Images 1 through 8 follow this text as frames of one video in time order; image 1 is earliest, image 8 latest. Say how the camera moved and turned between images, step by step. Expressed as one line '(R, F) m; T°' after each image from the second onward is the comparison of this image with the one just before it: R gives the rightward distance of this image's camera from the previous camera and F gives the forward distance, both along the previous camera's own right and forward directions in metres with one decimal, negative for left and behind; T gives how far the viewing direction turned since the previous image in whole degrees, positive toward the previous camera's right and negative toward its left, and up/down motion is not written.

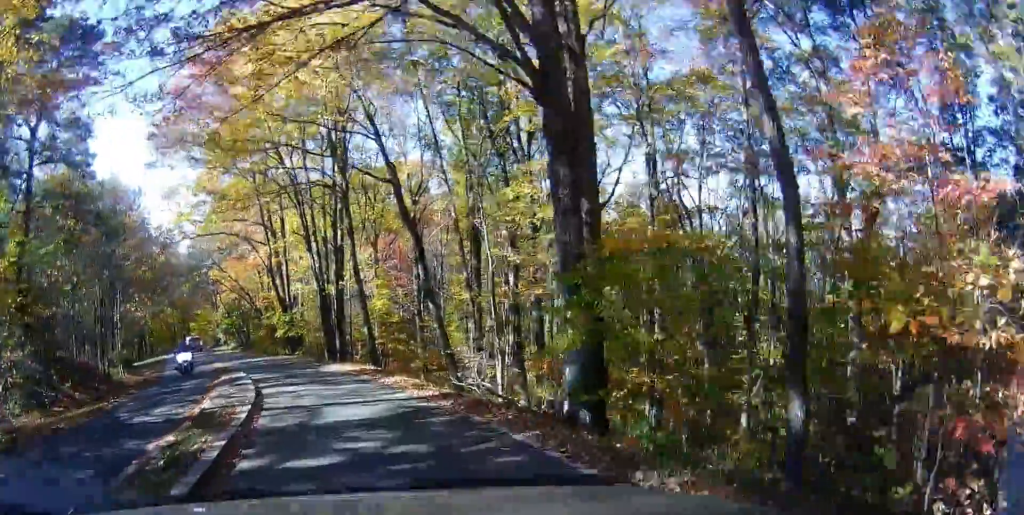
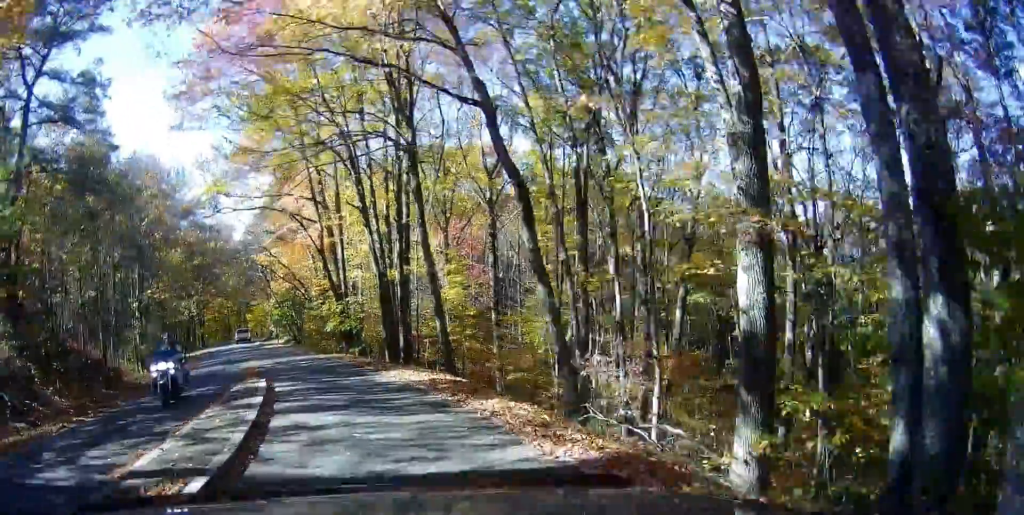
(-0.5, +4.8) m; -9°
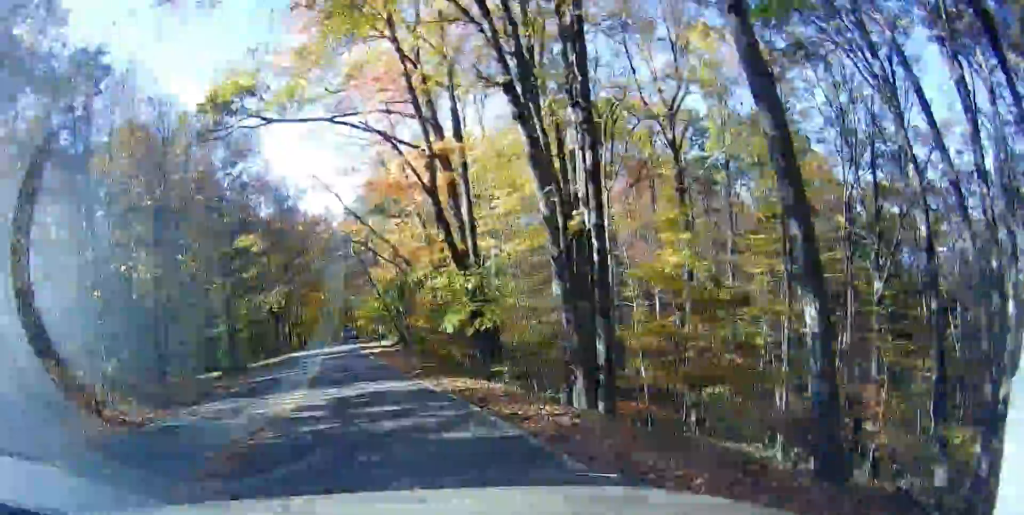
(-1.8, +11.5) m; -19°
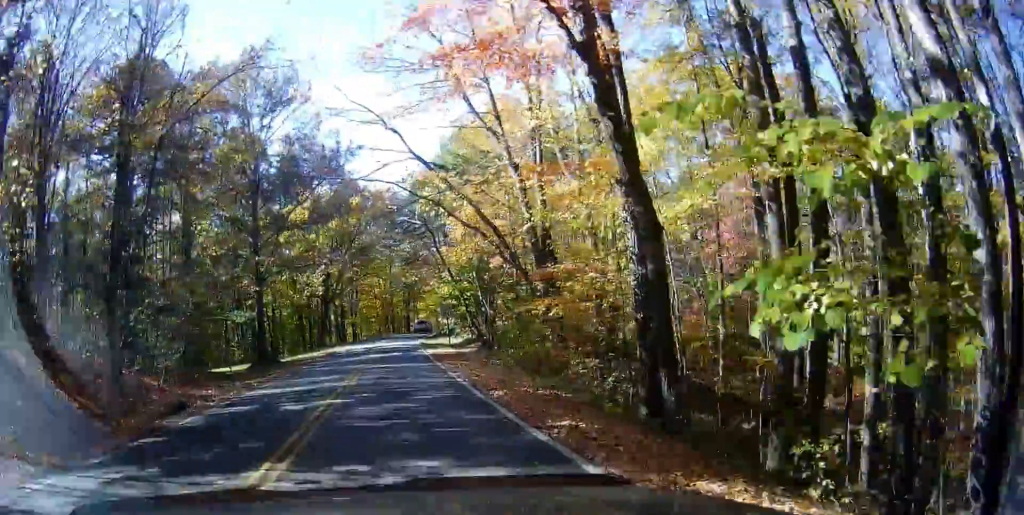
(-1.2, +8.3) m; -5°
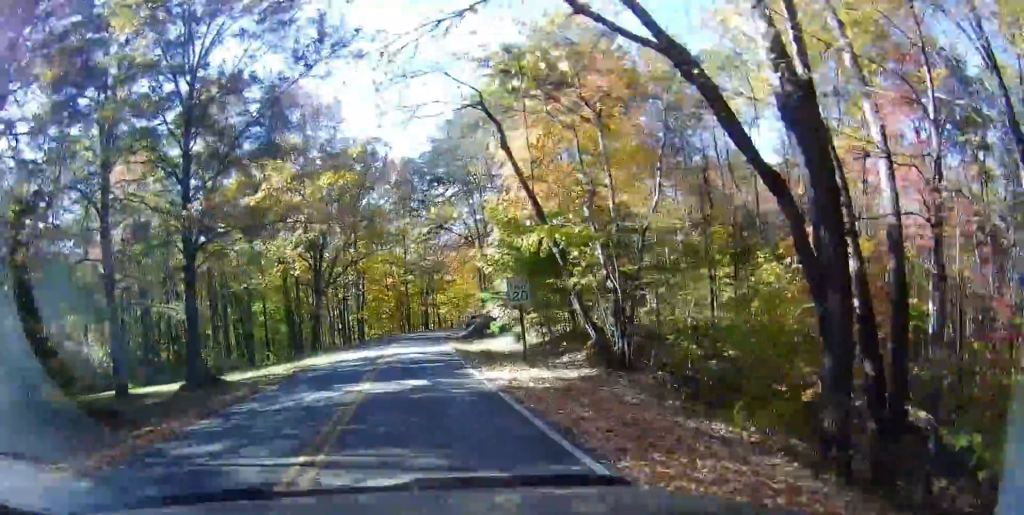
(+1.1, +14.1) m; +5°
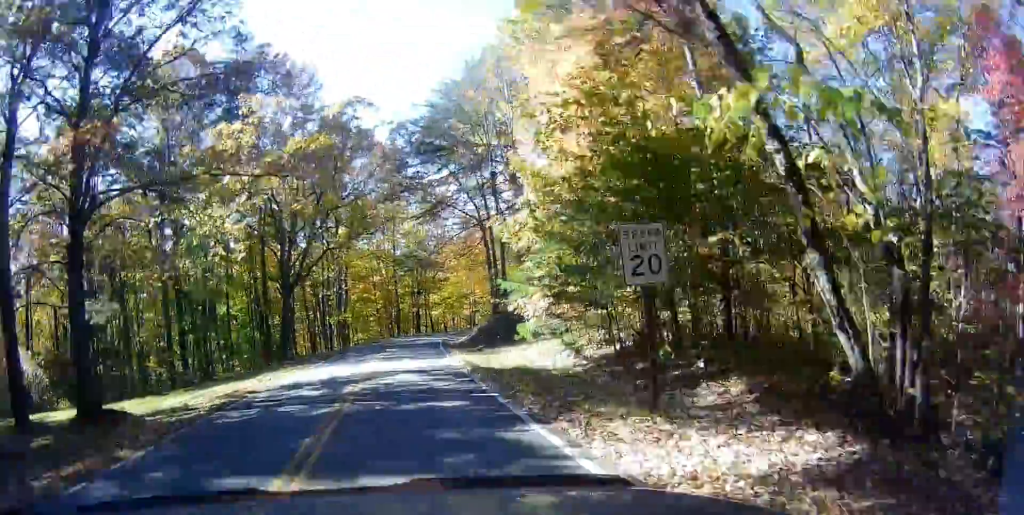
(0.0, +8.2) m; 0°
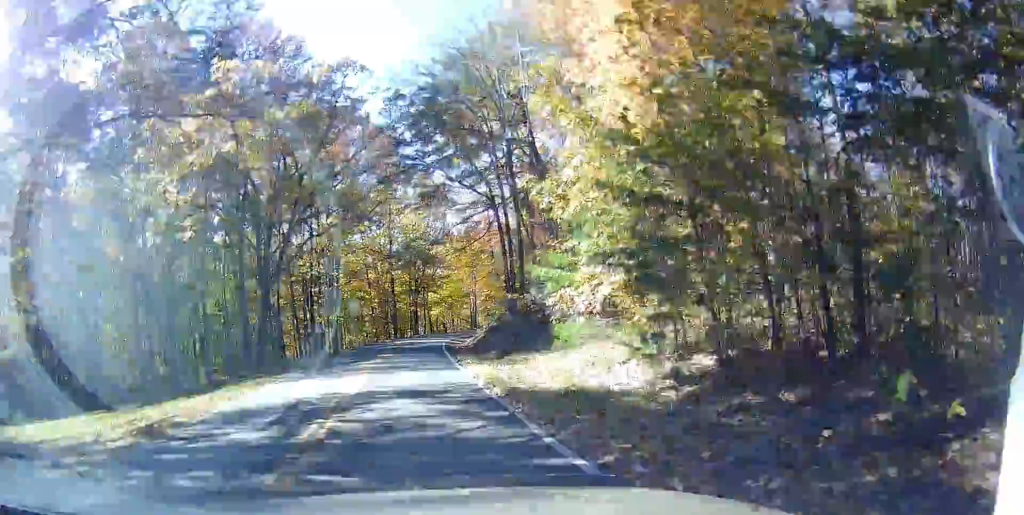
(0.0, +4.9) m; +1°
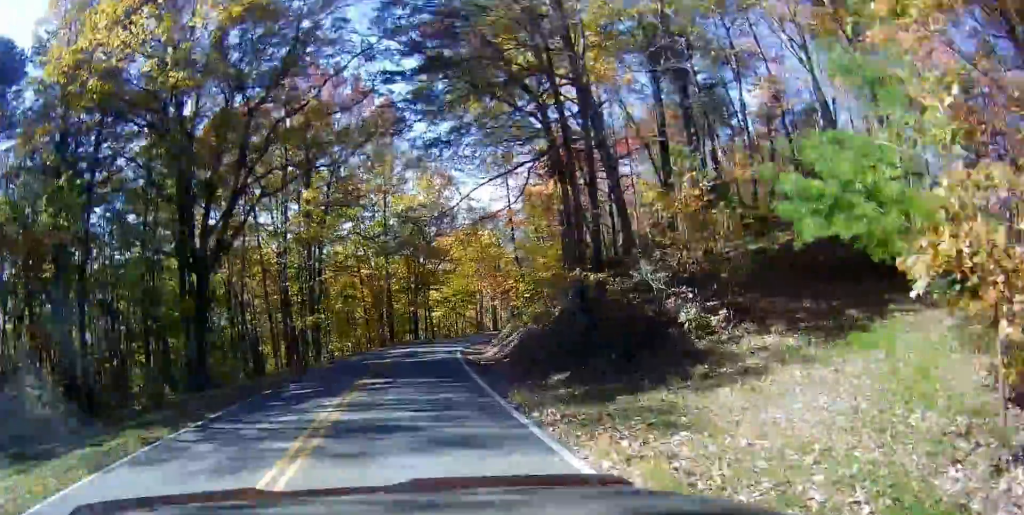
(+0.1, +10.2) m; +4°
